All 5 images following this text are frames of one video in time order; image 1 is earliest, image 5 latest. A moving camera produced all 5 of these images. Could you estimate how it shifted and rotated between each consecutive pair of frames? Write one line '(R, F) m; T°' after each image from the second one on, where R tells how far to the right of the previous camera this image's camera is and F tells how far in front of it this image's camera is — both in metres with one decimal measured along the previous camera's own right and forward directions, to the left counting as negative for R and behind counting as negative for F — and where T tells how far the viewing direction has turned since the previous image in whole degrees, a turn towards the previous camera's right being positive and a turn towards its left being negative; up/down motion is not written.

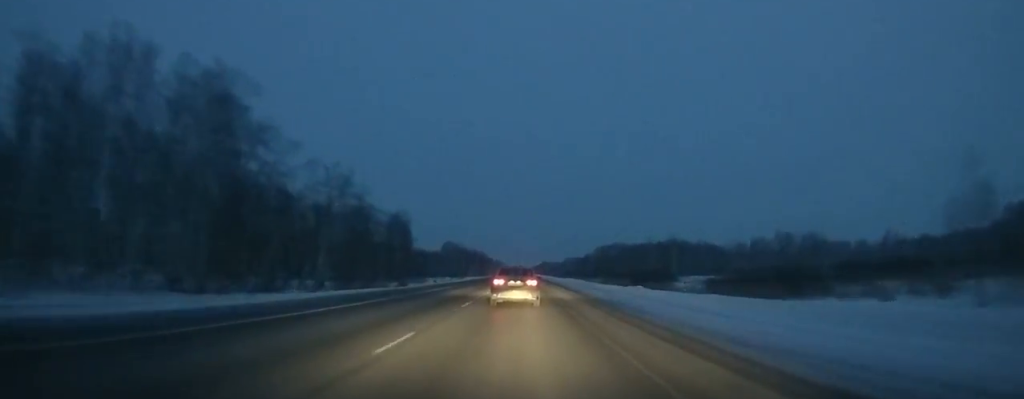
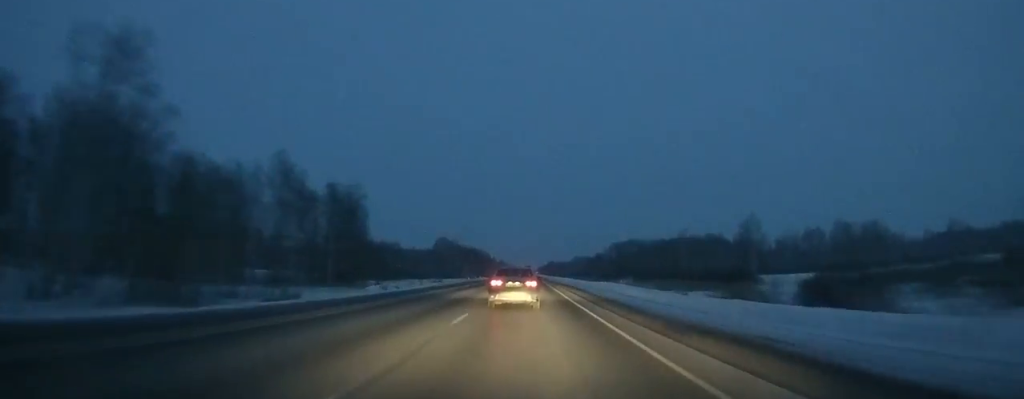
(-0.1, +52.8) m; 0°
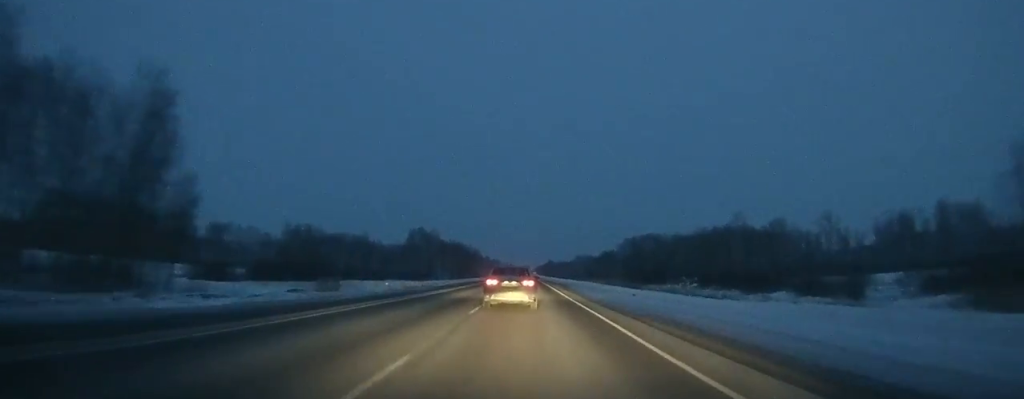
(0.0, +69.4) m; 0°
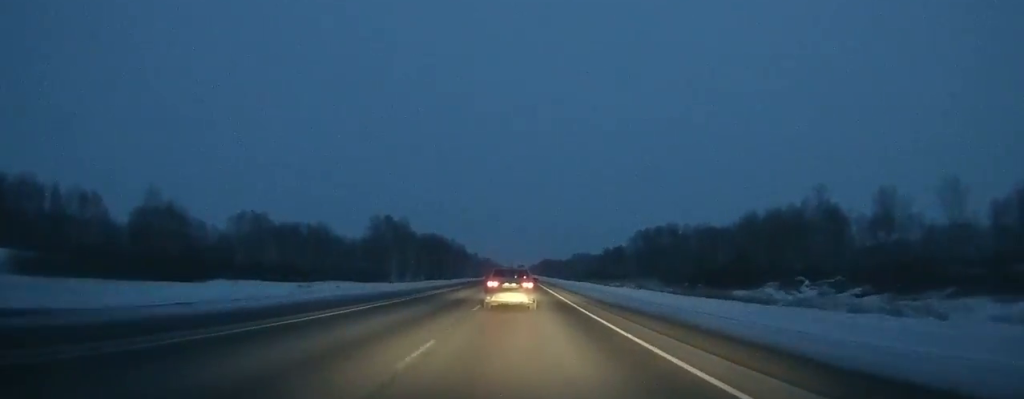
(+0.2, +57.0) m; 0°
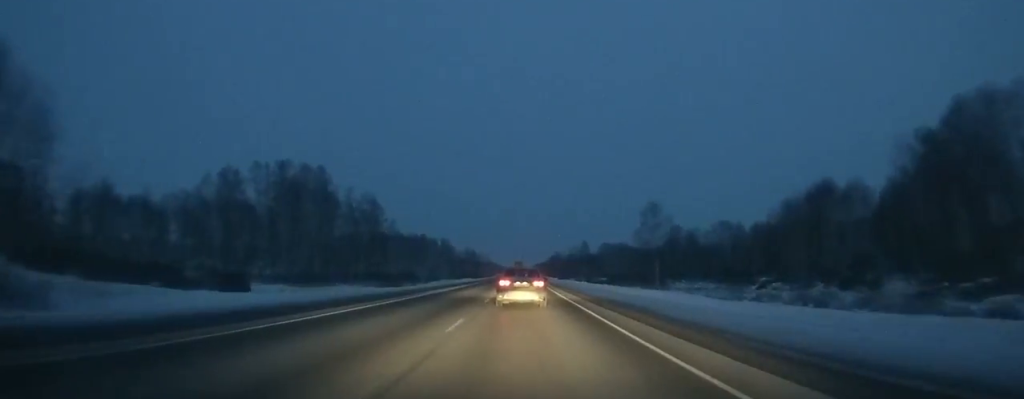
(+0.2, +218.6) m; 0°
